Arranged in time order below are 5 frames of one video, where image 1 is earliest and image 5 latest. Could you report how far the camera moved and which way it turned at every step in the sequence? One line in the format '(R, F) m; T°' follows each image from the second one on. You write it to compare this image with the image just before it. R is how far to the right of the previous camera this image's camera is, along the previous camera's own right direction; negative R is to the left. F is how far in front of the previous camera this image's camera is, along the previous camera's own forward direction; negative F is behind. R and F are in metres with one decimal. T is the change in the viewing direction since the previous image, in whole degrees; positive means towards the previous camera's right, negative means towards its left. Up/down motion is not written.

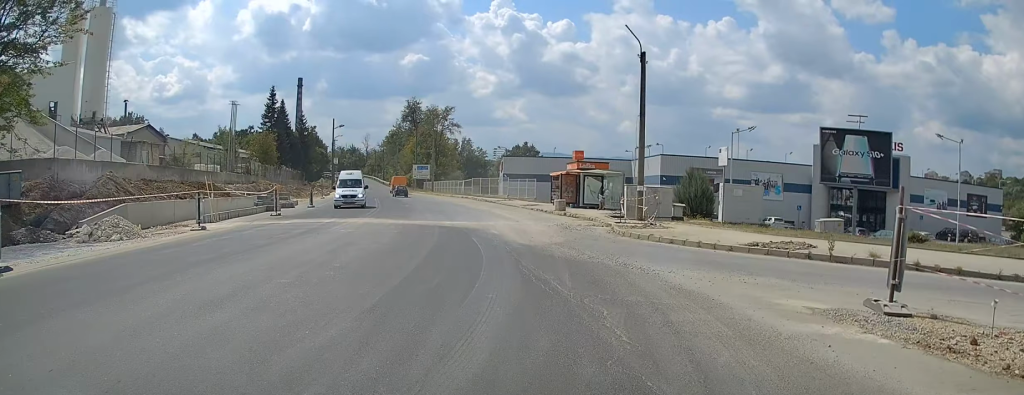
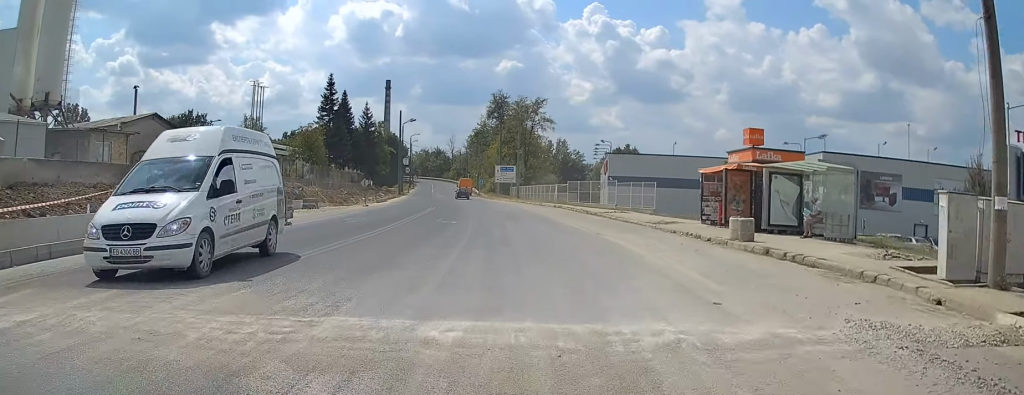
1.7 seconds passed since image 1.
(-1.0, +19.9) m; -6°
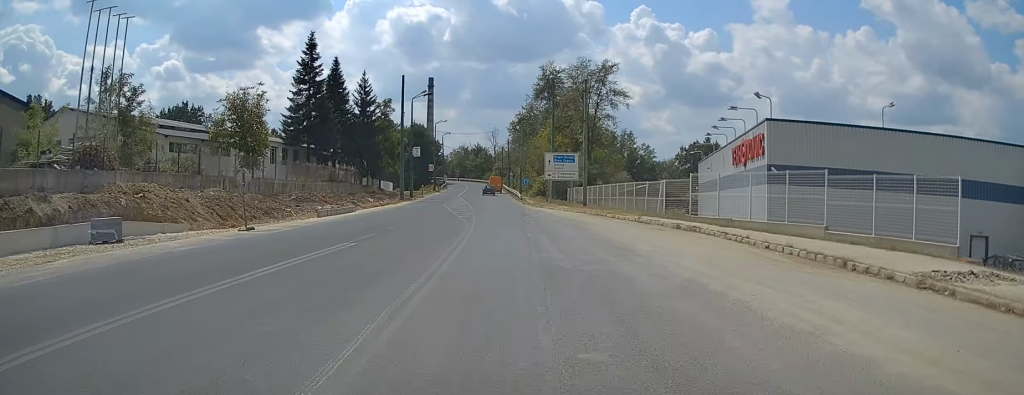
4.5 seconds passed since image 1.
(-2.7, +32.7) m; -8°
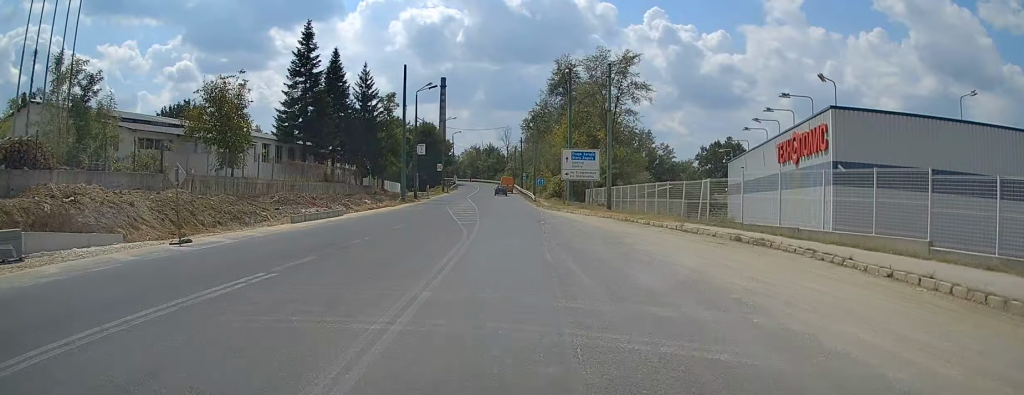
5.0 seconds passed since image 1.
(0.0, +6.0) m; -1°
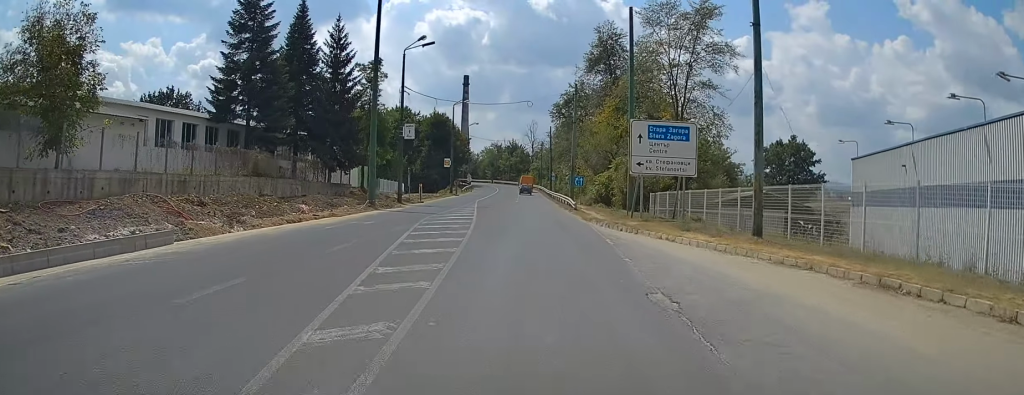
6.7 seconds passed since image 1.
(-0.4, +21.1) m; -3°
